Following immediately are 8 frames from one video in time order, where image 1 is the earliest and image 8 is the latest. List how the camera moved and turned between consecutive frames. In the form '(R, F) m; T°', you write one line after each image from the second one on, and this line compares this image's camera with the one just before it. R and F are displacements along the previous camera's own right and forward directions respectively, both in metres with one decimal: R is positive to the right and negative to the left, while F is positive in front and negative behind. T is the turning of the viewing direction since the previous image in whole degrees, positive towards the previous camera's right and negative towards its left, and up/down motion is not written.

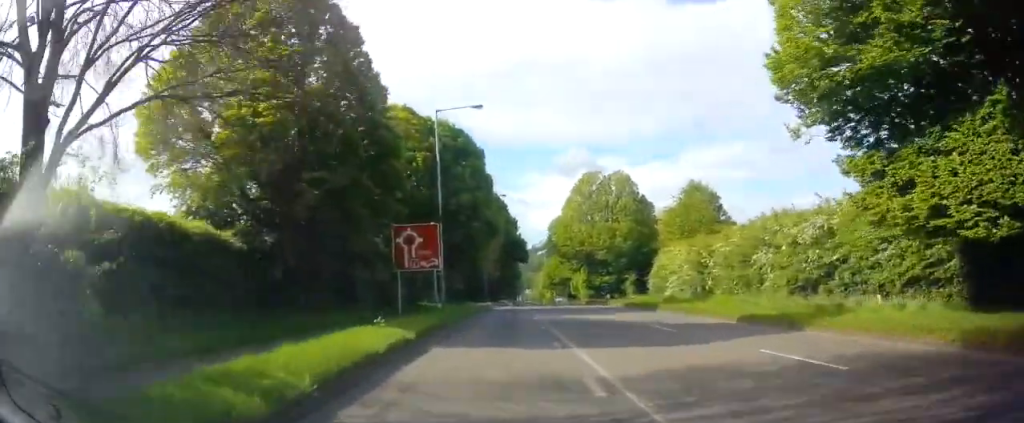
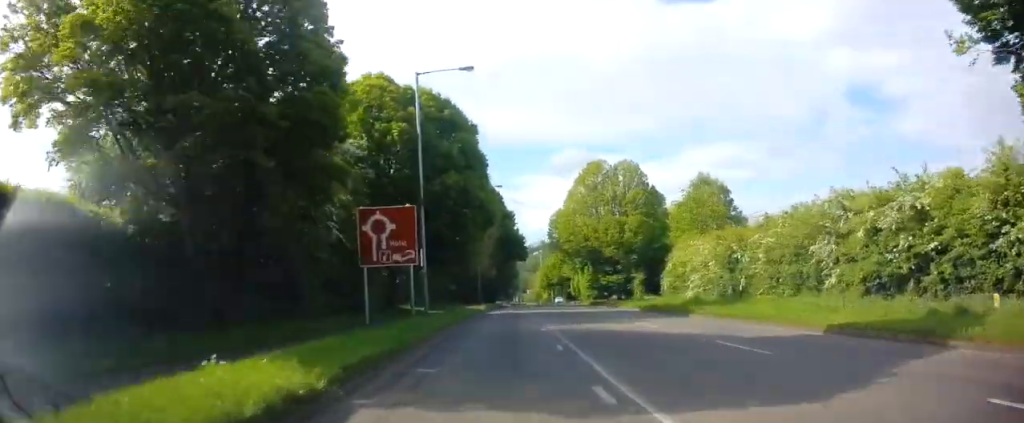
(+0.2, +6.4) m; +1°
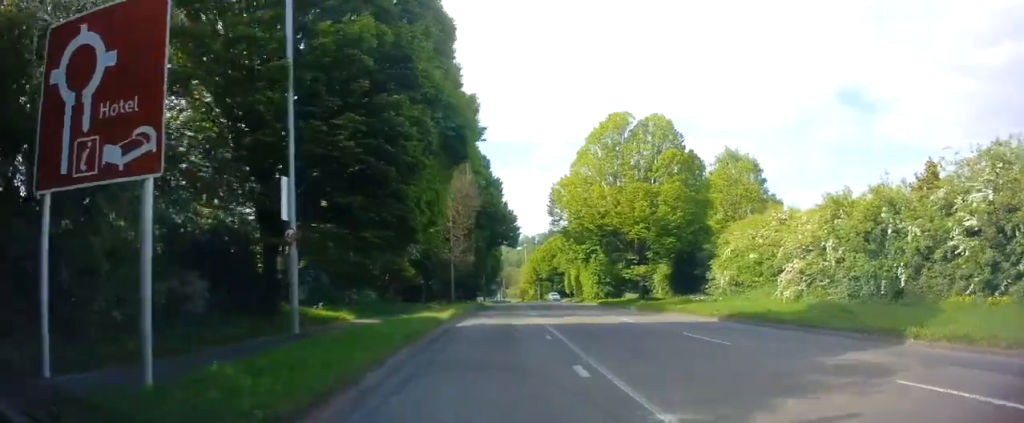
(+0.1, +16.5) m; +1°
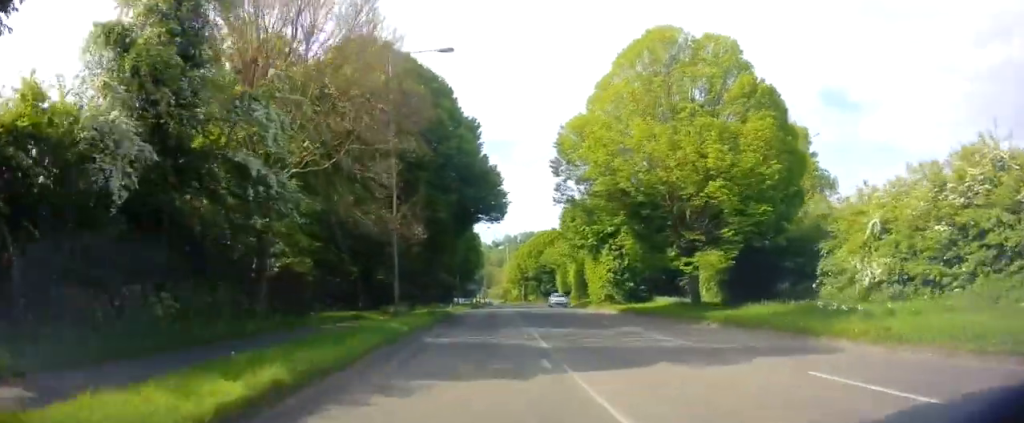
(+0.3, +16.4) m; +1°
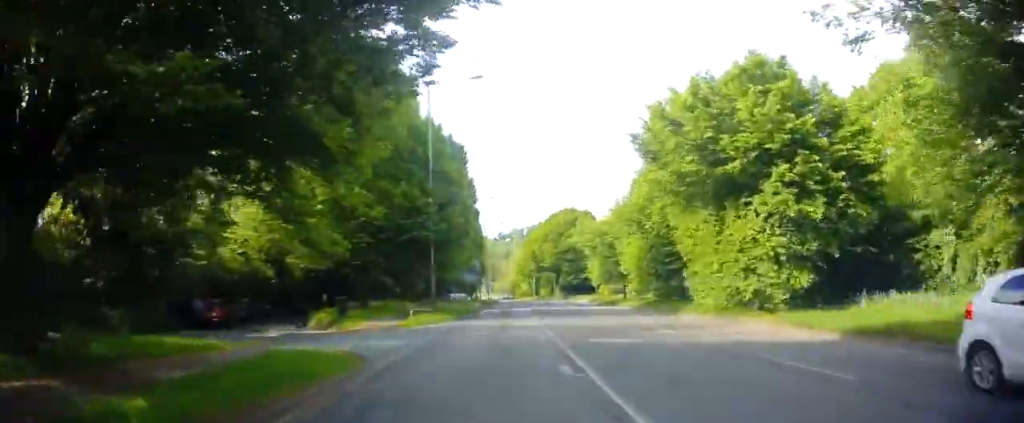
(+0.1, +25.1) m; +1°
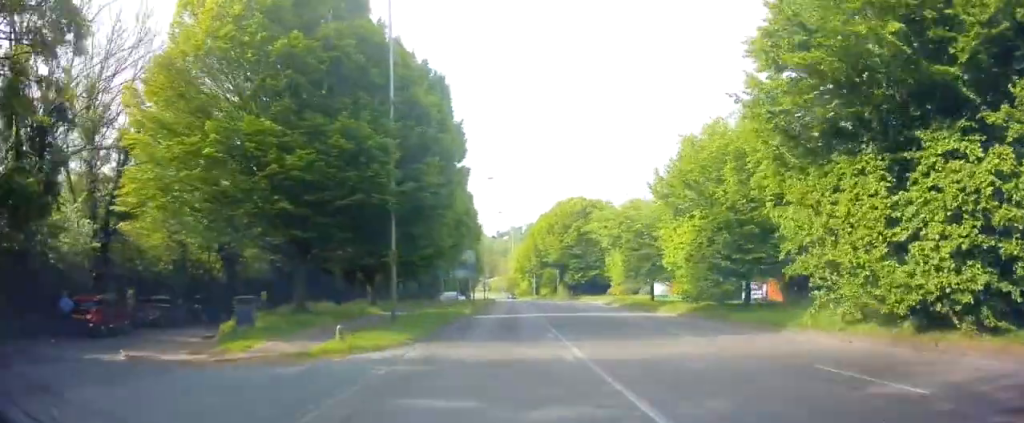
(+0.1, +10.9) m; +1°
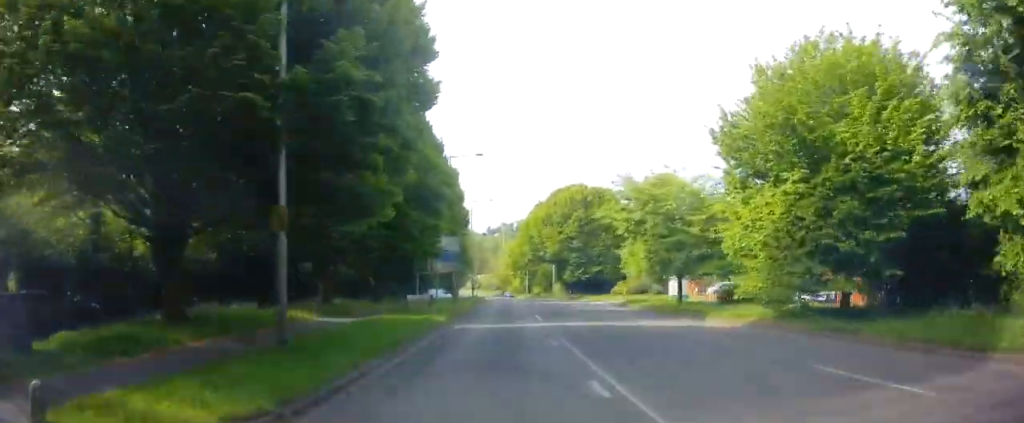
(+0.1, +9.2) m; 0°
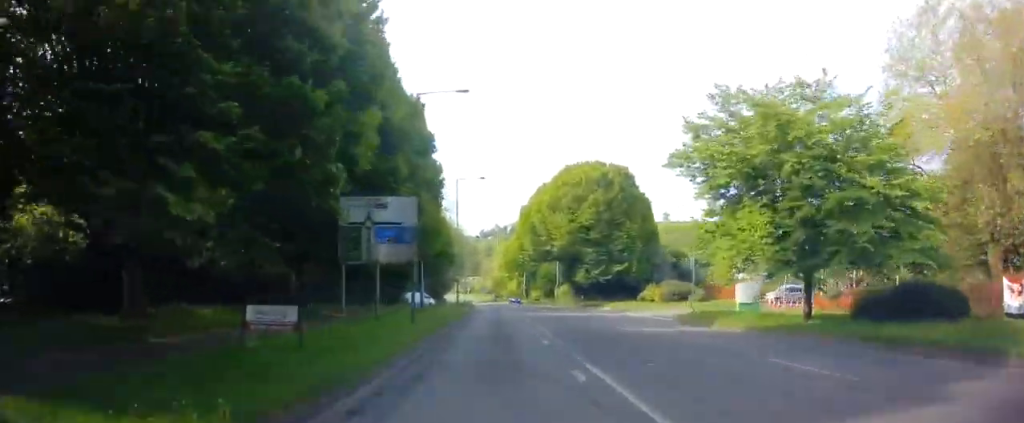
(0.0, +16.4) m; +1°
